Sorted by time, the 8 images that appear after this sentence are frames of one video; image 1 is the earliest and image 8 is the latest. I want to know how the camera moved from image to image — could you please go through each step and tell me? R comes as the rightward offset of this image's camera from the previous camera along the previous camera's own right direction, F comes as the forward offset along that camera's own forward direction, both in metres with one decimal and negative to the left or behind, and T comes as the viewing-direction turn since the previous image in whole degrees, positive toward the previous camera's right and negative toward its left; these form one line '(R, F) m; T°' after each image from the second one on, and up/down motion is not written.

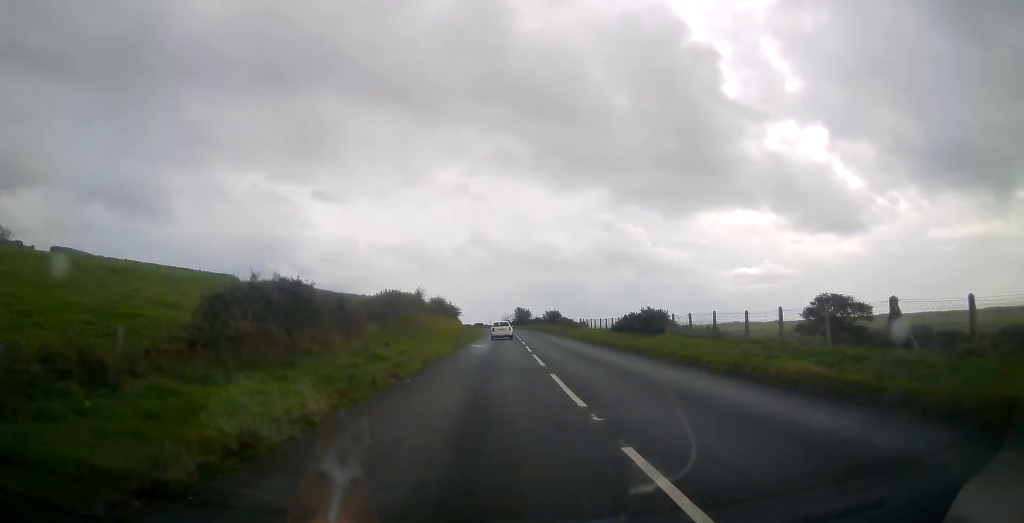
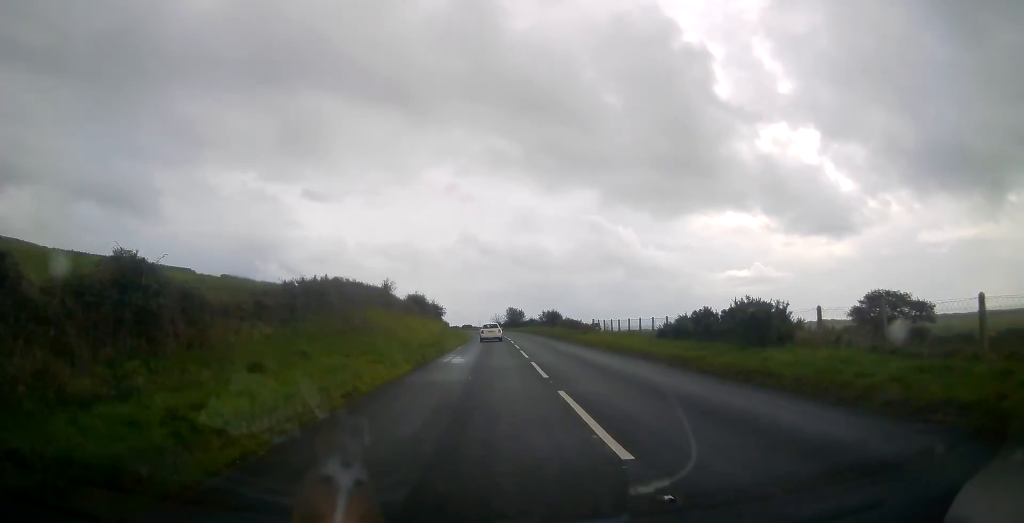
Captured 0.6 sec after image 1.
(+0.3, +12.8) m; +1°
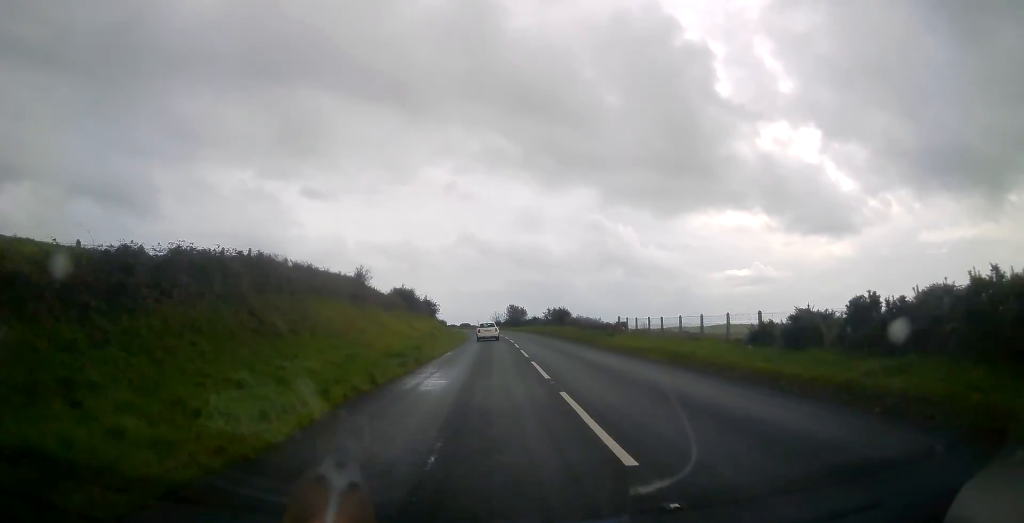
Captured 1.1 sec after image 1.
(0.0, +9.4) m; +1°
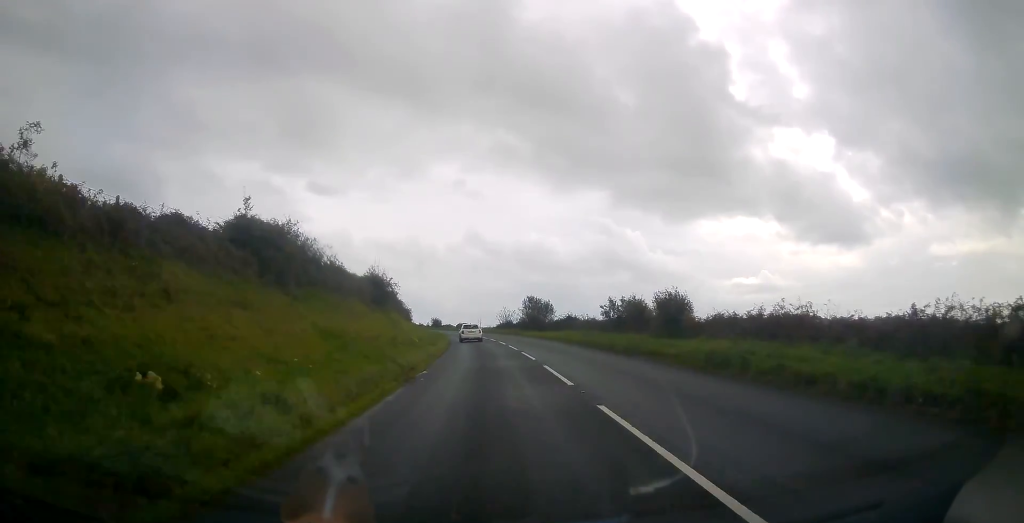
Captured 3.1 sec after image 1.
(+0.5, +38.3) m; 0°
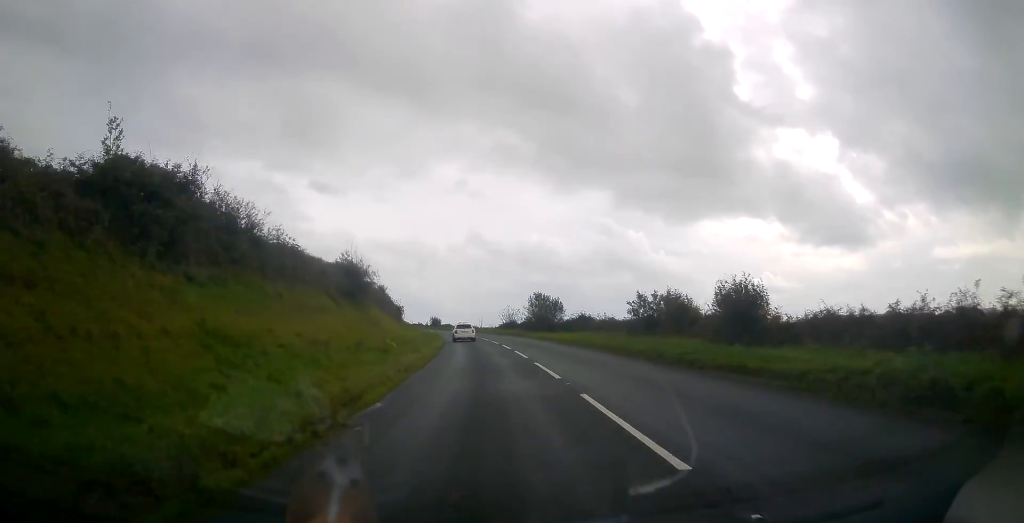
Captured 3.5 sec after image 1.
(-0.1, +7.6) m; 0°
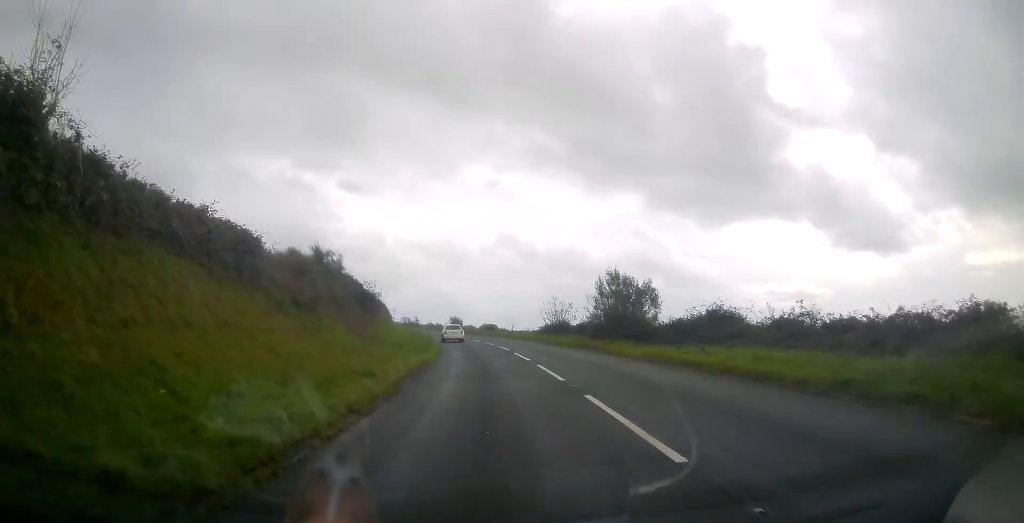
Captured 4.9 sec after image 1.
(-0.2, +26.7) m; -1°
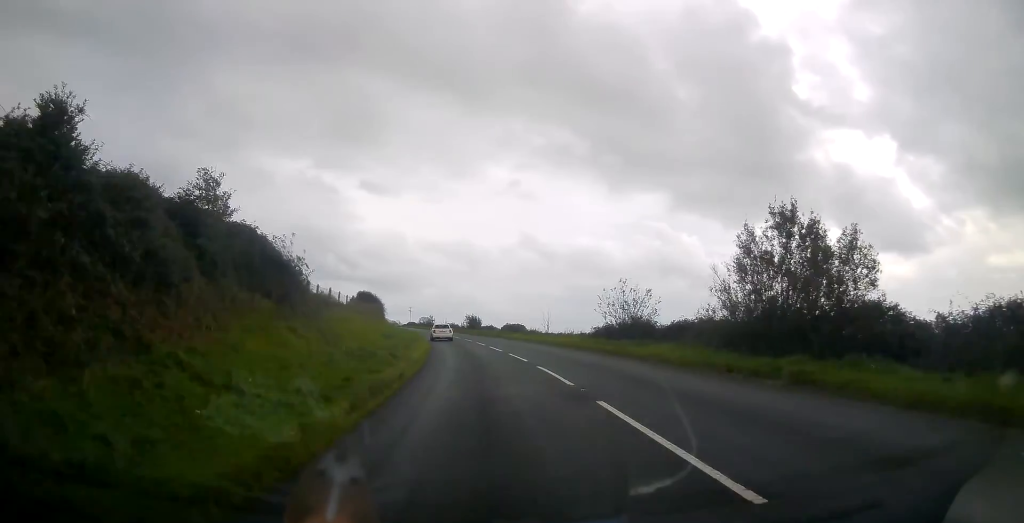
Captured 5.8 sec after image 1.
(-0.3, +18.6) m; -2°
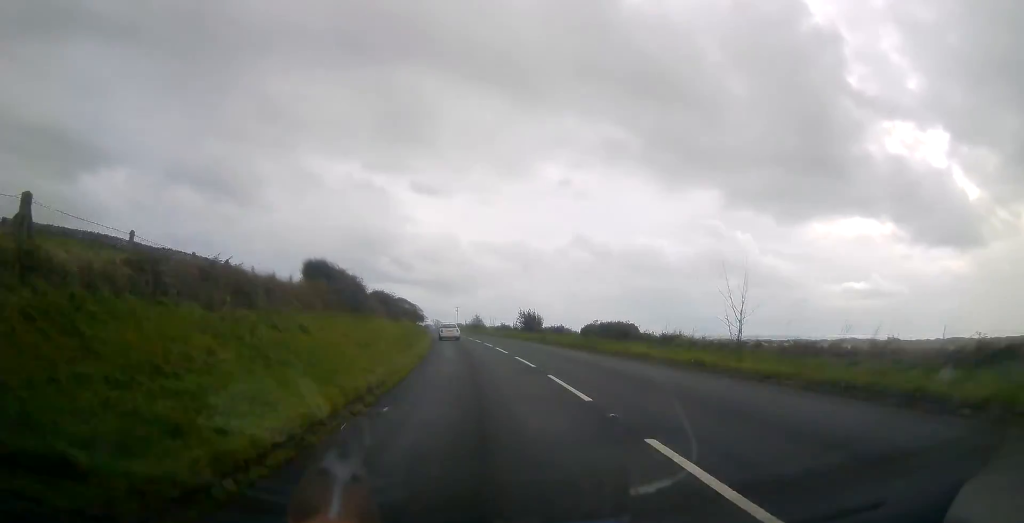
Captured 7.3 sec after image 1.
(-1.0, +29.9) m; -4°
